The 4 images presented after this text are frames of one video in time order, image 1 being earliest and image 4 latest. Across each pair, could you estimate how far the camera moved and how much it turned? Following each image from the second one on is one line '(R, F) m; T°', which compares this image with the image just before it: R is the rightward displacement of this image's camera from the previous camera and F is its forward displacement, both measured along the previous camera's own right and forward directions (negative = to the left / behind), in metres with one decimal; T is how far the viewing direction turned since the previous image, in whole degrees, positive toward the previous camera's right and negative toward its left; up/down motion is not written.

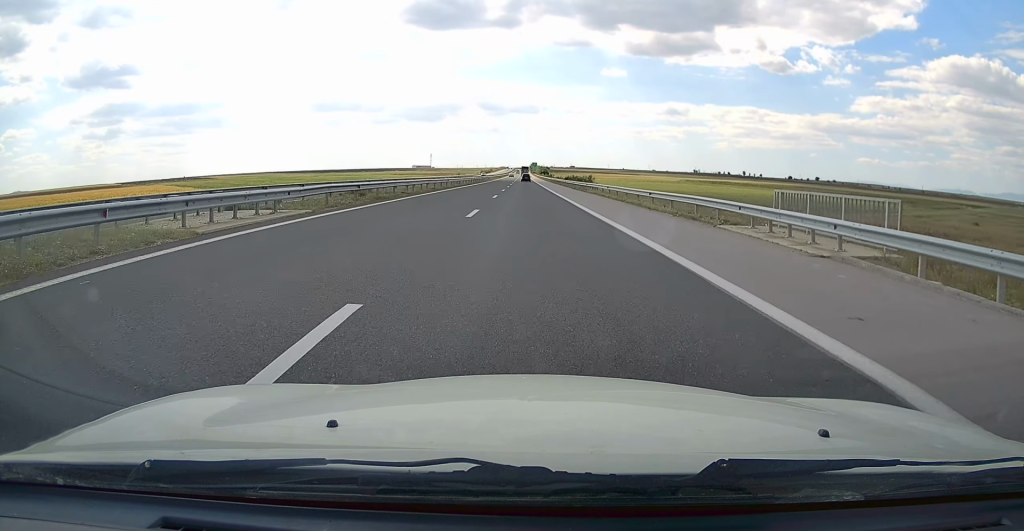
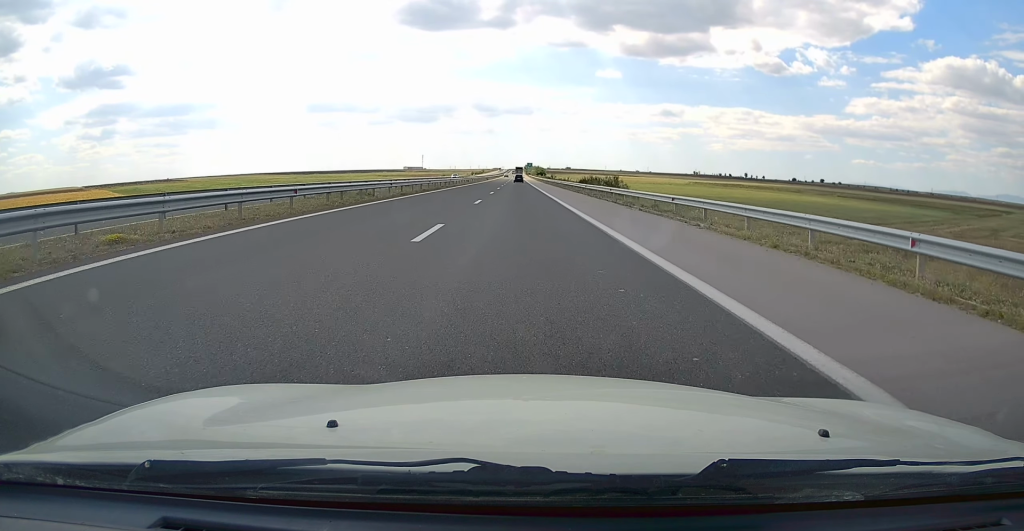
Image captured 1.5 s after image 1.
(+0.3, +38.4) m; 0°
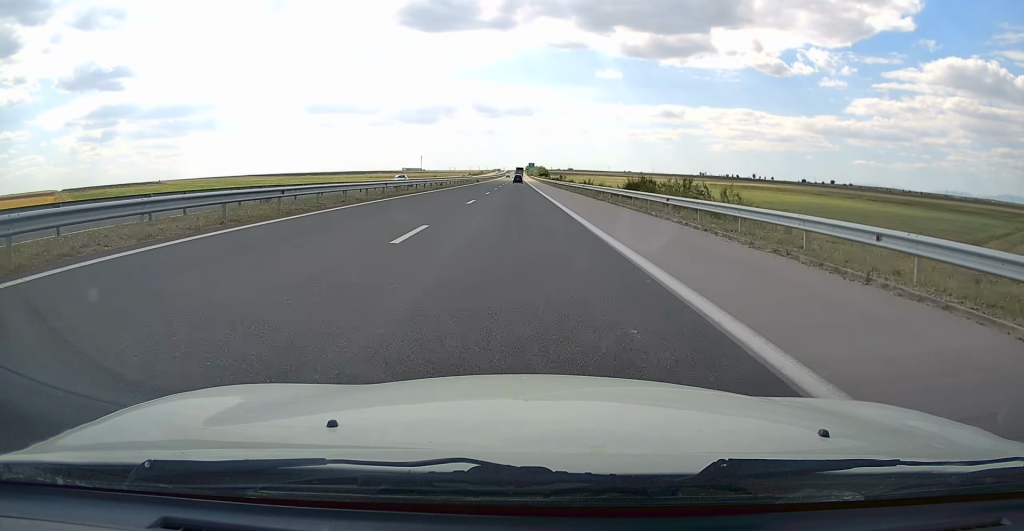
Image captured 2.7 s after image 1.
(-0.4, +32.3) m; 0°
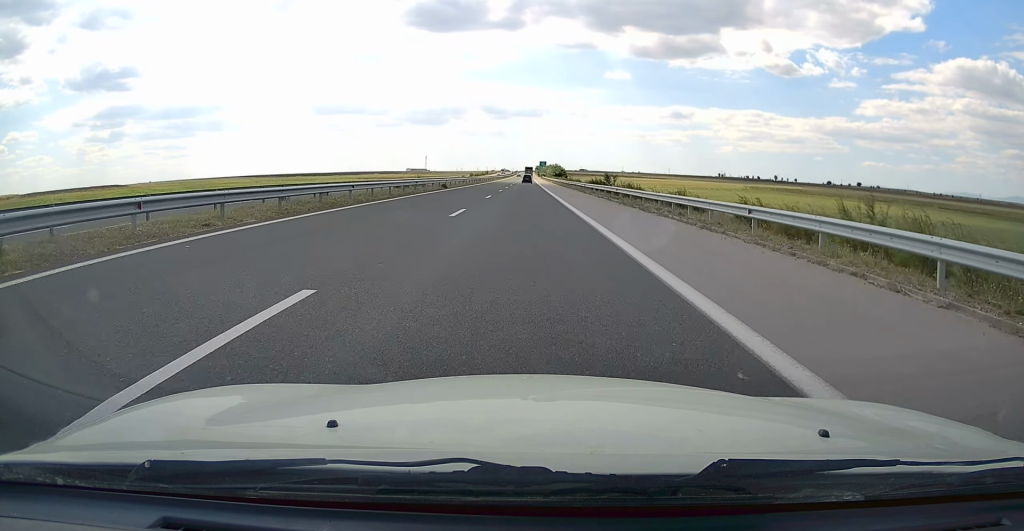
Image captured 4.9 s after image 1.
(+0.4, +56.4) m; 0°
